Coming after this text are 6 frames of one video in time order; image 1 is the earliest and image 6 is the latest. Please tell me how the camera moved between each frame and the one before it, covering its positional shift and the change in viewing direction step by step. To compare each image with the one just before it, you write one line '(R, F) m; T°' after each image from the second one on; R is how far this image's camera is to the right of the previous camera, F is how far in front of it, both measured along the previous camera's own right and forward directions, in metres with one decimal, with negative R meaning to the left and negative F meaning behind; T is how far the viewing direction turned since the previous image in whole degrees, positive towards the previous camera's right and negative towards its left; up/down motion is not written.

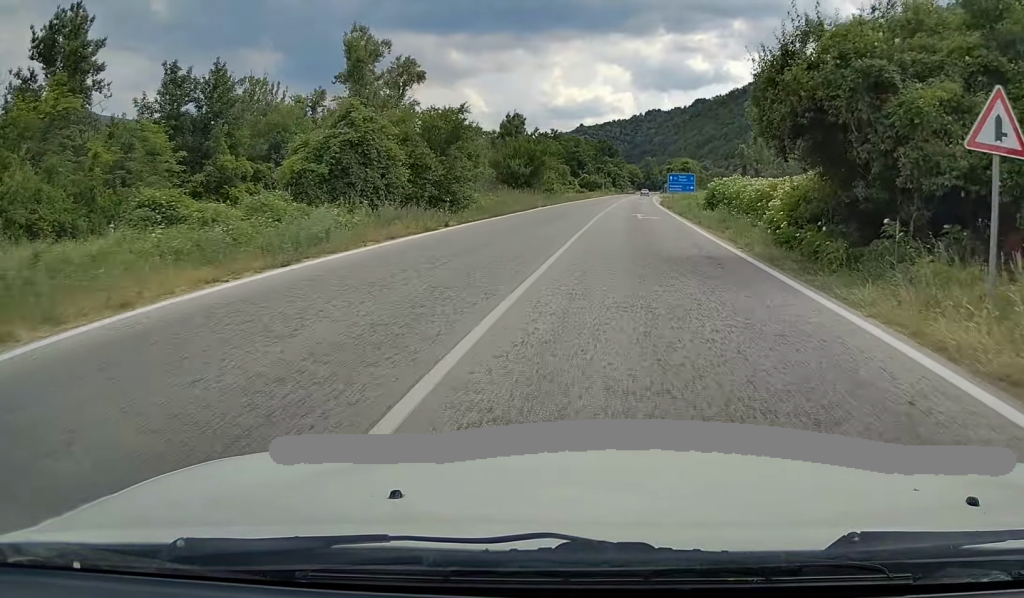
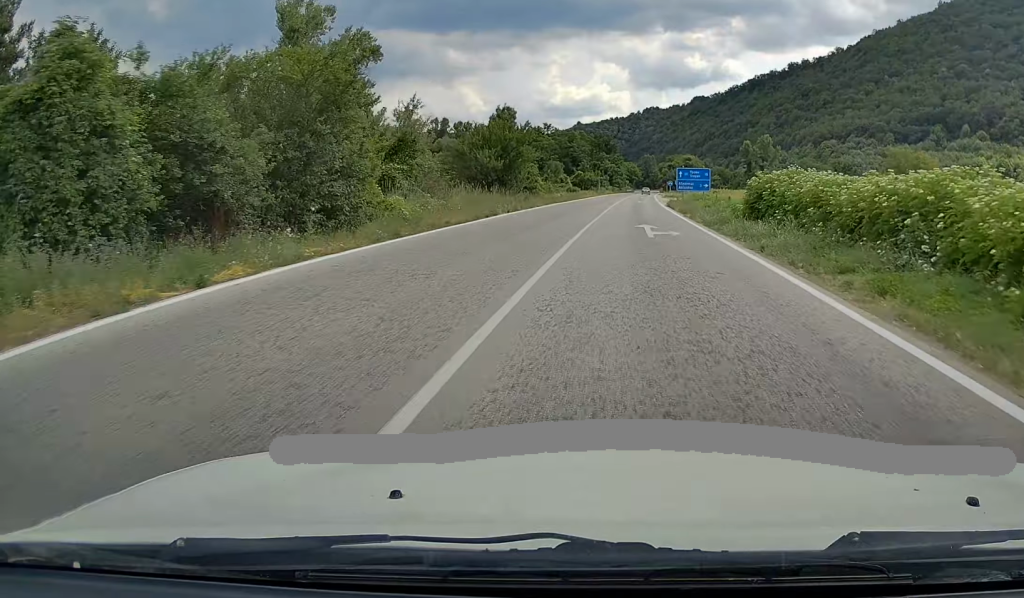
(+0.1, +13.1) m; 0°
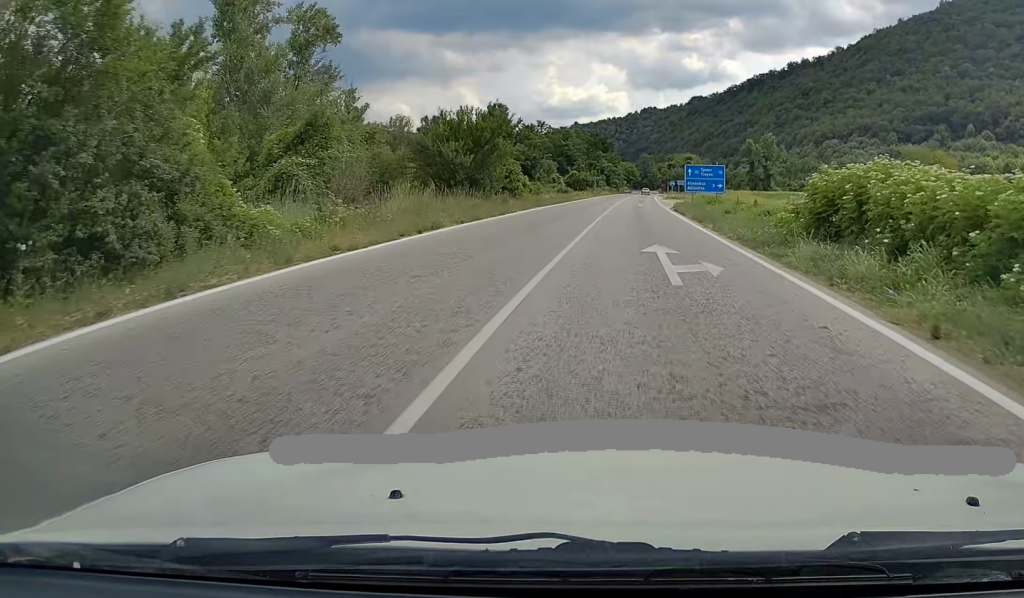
(0.0, +9.1) m; 0°
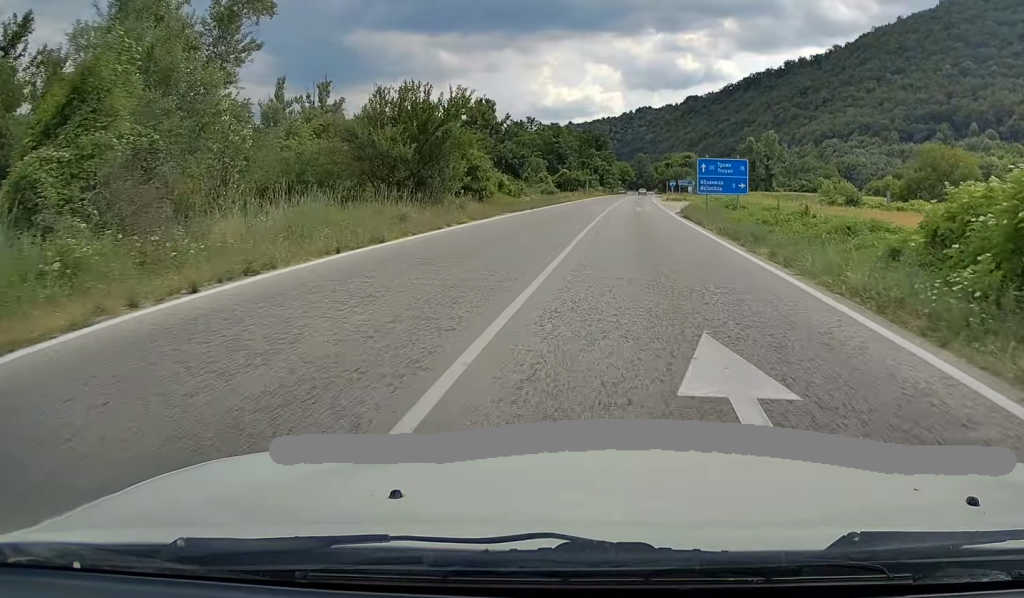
(0.0, +10.3) m; 0°
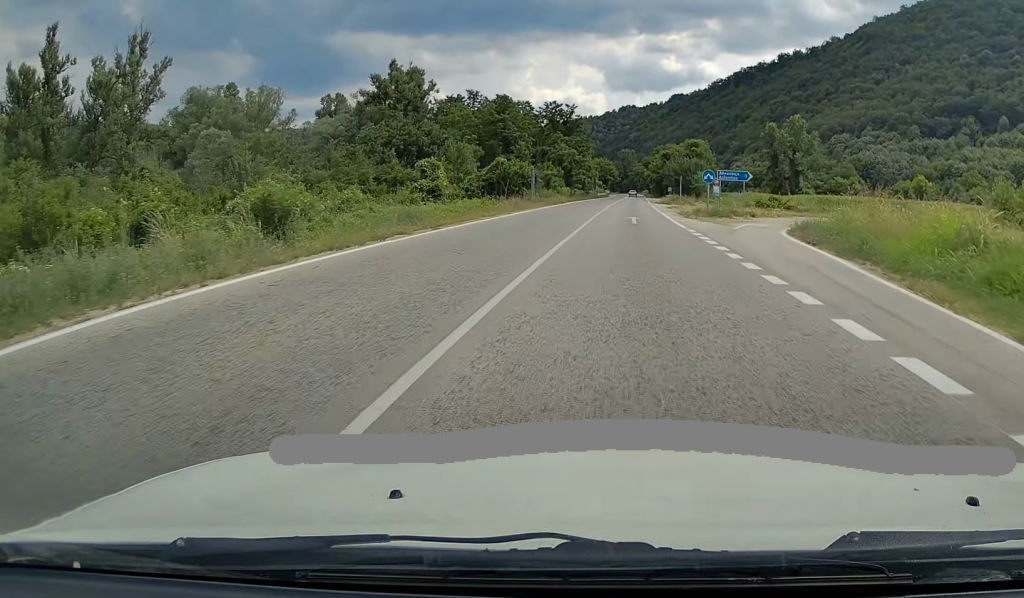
(+0.6, +50.6) m; +1°
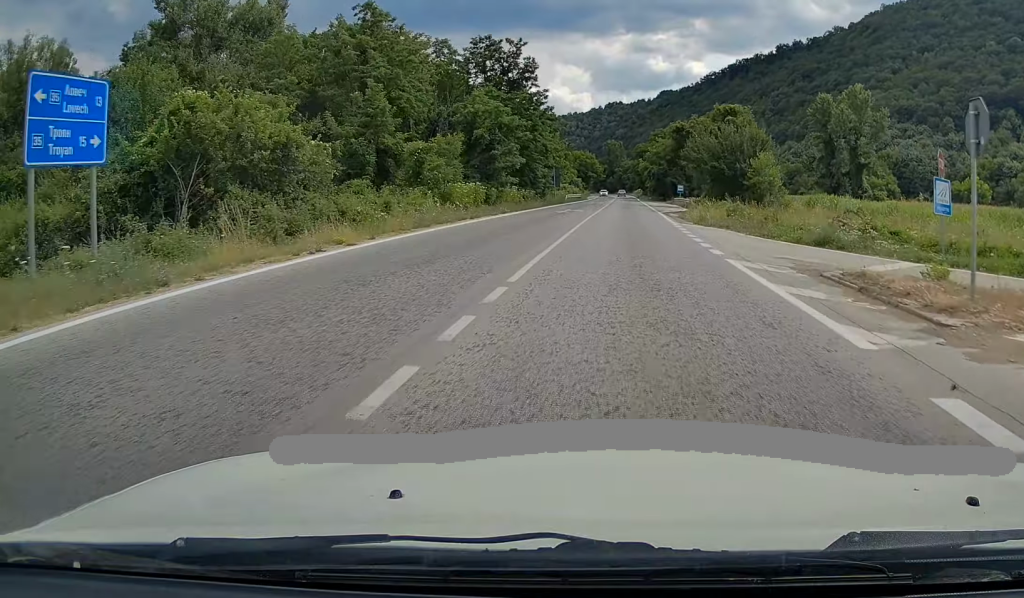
(+0.2, +51.4) m; +1°
